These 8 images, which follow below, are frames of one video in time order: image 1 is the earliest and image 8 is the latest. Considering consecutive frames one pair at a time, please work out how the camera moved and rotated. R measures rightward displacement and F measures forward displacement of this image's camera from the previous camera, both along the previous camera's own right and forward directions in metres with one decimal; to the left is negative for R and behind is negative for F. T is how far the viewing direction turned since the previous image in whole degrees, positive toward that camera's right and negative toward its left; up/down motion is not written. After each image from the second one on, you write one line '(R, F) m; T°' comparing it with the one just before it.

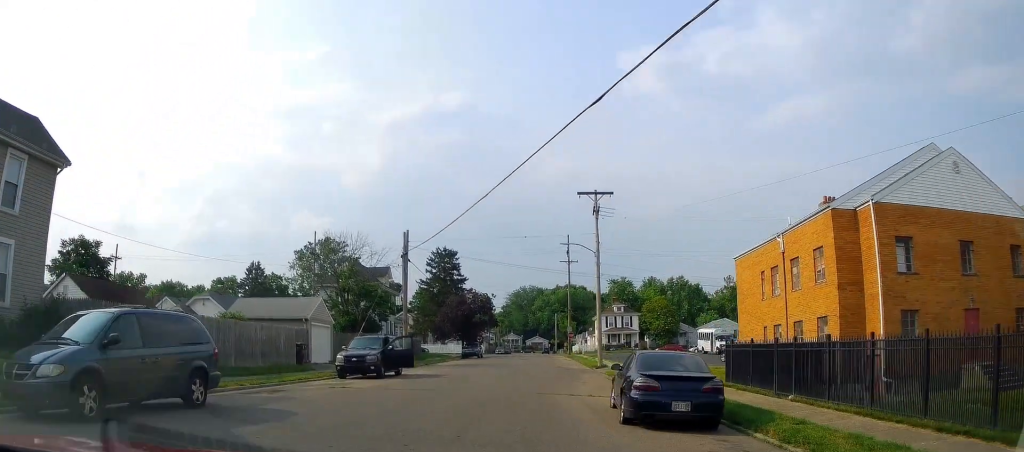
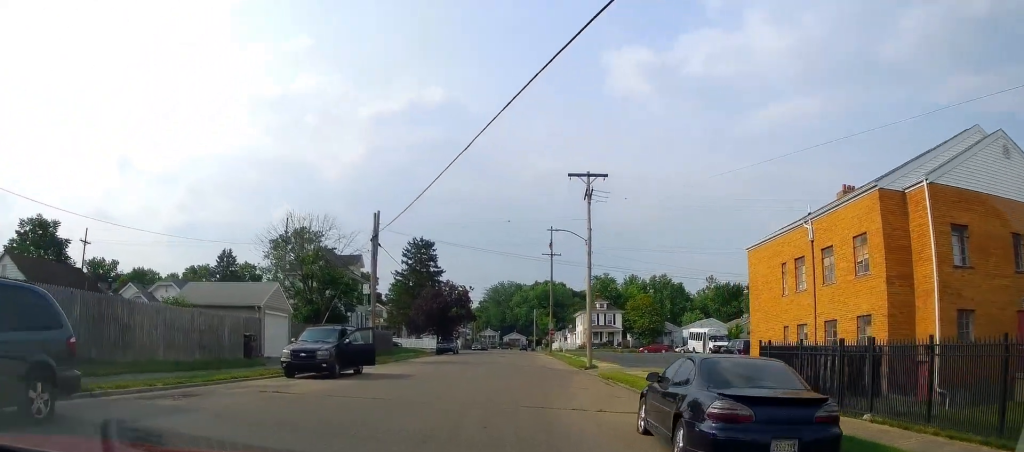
(-0.3, +3.8) m; +2°
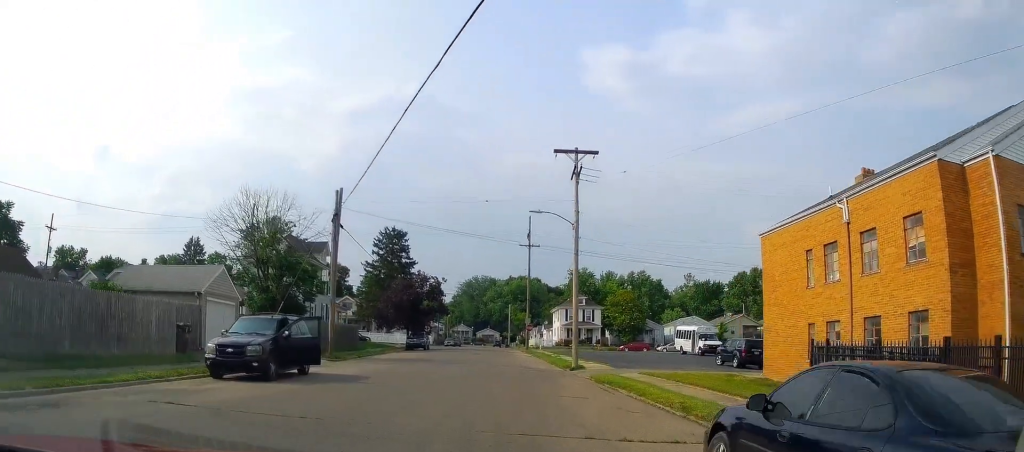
(+0.4, +3.8) m; +4°
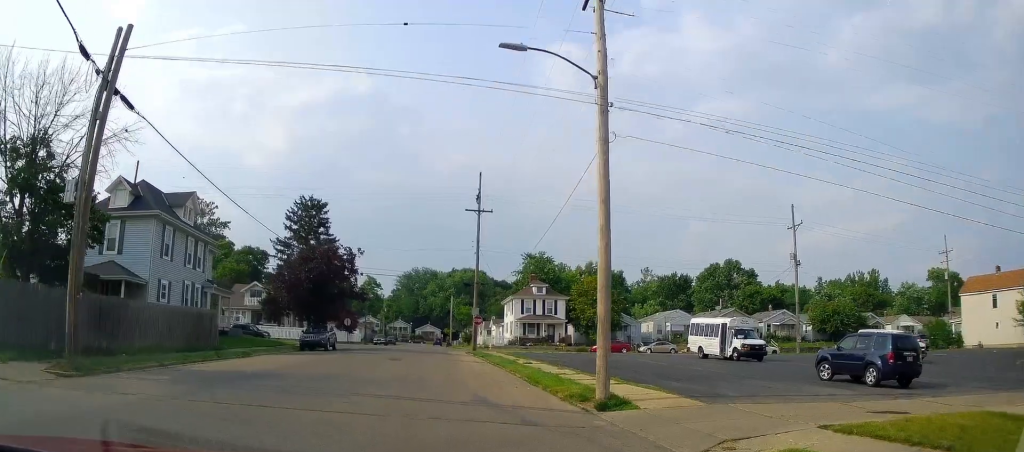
(+2.4, +16.2) m; +11°
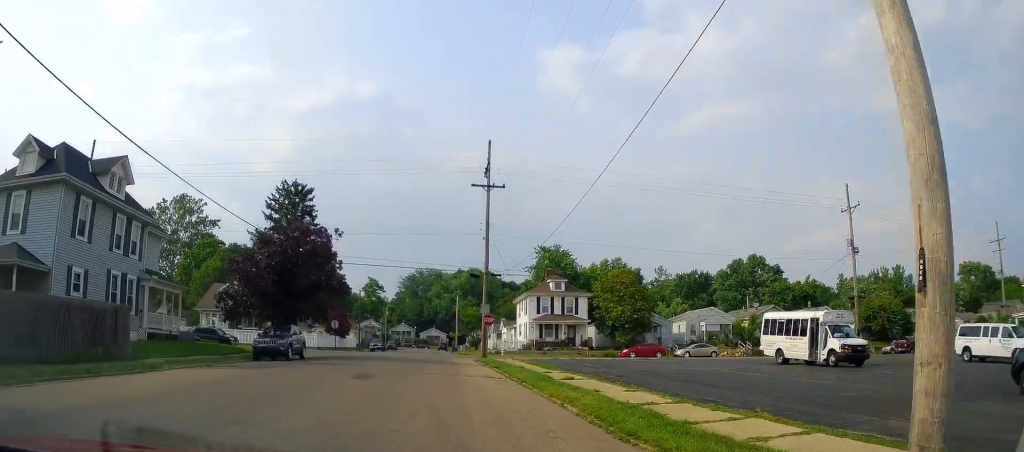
(-0.6, +8.7) m; -6°
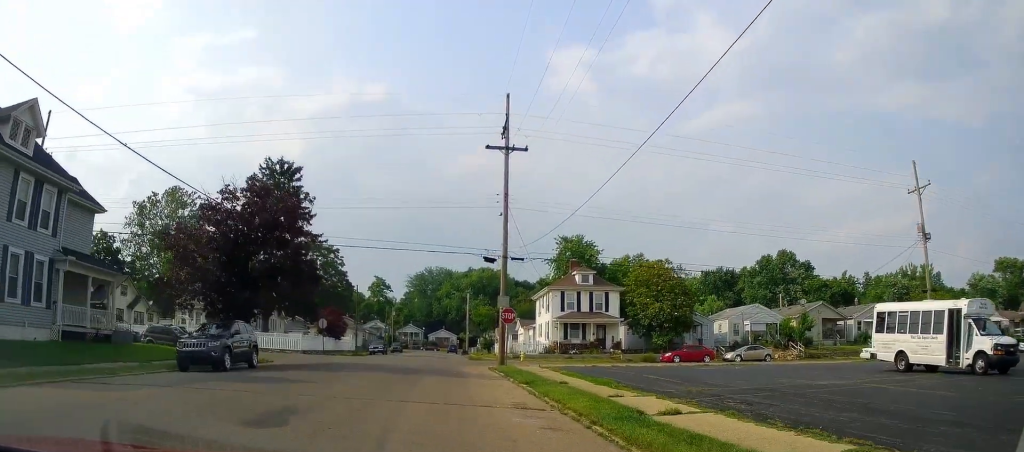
(-0.1, +8.4) m; 0°
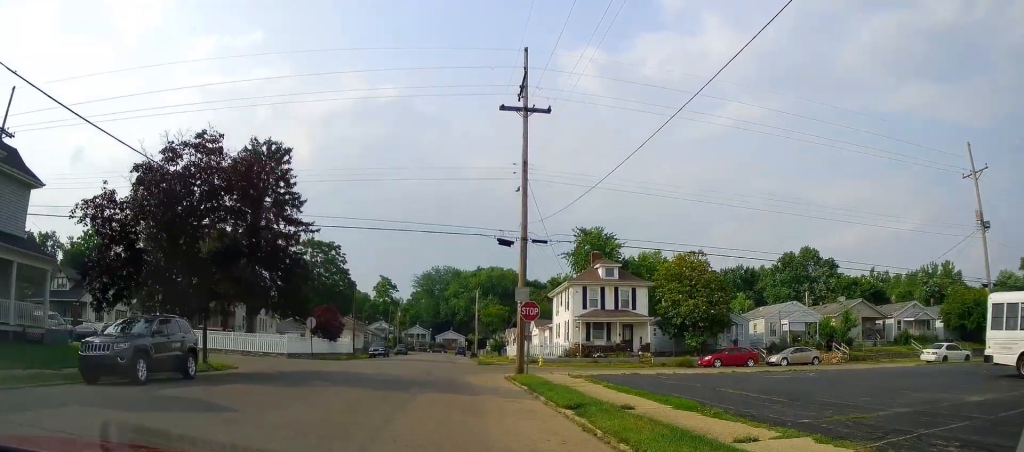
(0.0, +6.0) m; +3°
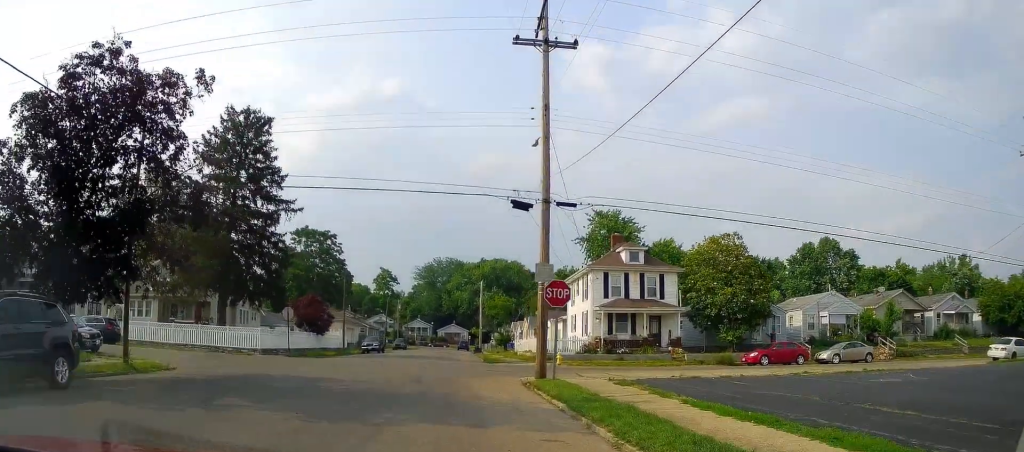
(+0.3, +6.0) m; +1°
